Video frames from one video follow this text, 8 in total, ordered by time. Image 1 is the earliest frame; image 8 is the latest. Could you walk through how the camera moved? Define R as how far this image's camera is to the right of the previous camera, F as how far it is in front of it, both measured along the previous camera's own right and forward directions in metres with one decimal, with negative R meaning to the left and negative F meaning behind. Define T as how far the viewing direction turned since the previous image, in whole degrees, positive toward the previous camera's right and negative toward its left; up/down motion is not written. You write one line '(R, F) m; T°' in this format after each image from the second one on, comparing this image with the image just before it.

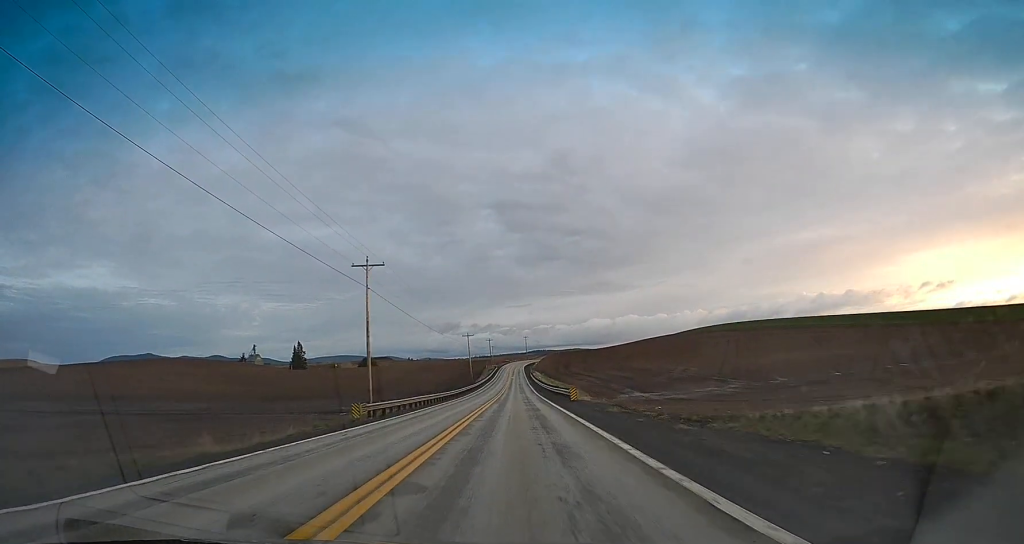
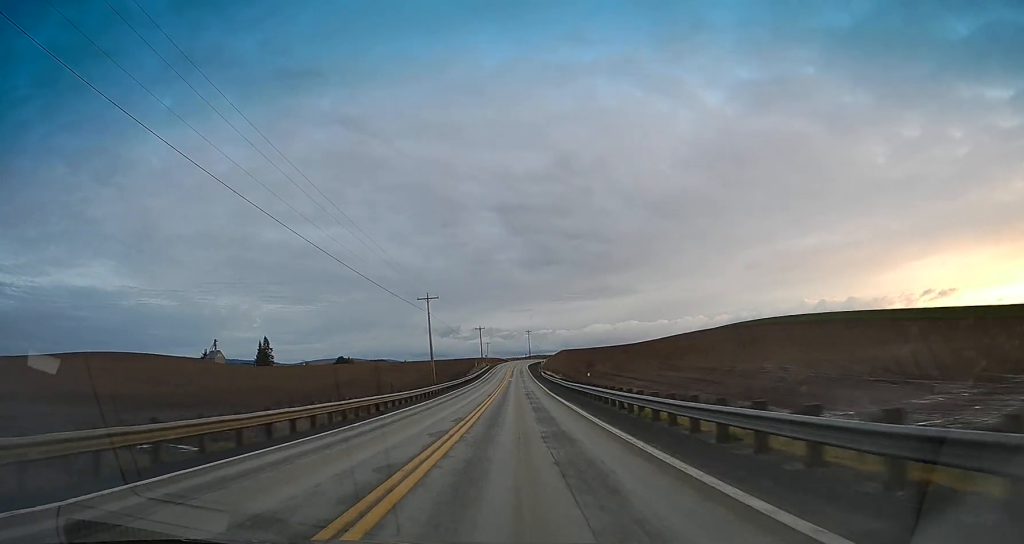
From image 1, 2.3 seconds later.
(-0.9, +62.3) m; -1°
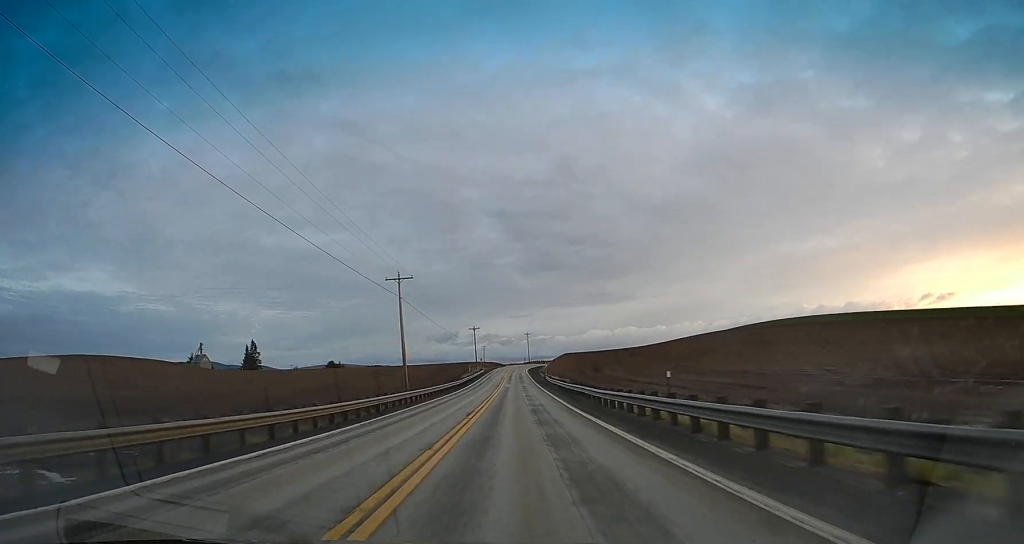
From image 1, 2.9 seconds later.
(+0.1, +17.1) m; 0°
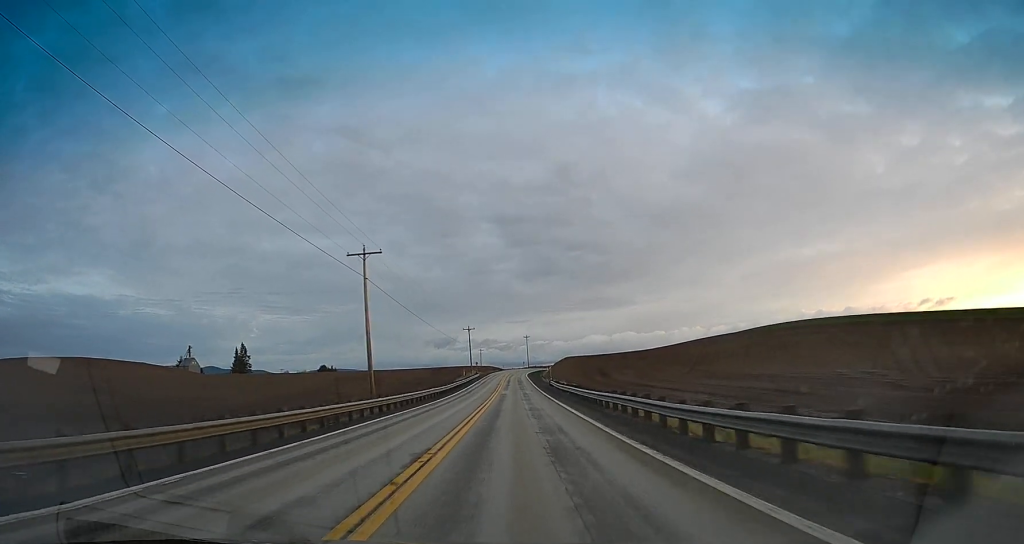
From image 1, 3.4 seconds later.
(0.0, +12.6) m; 0°
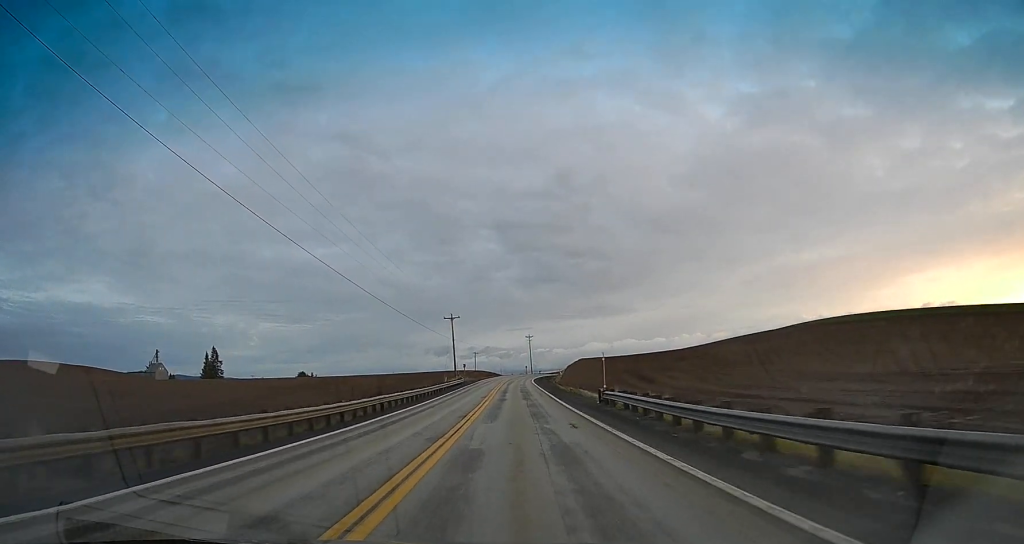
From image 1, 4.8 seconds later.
(-0.4, +37.9) m; 0°
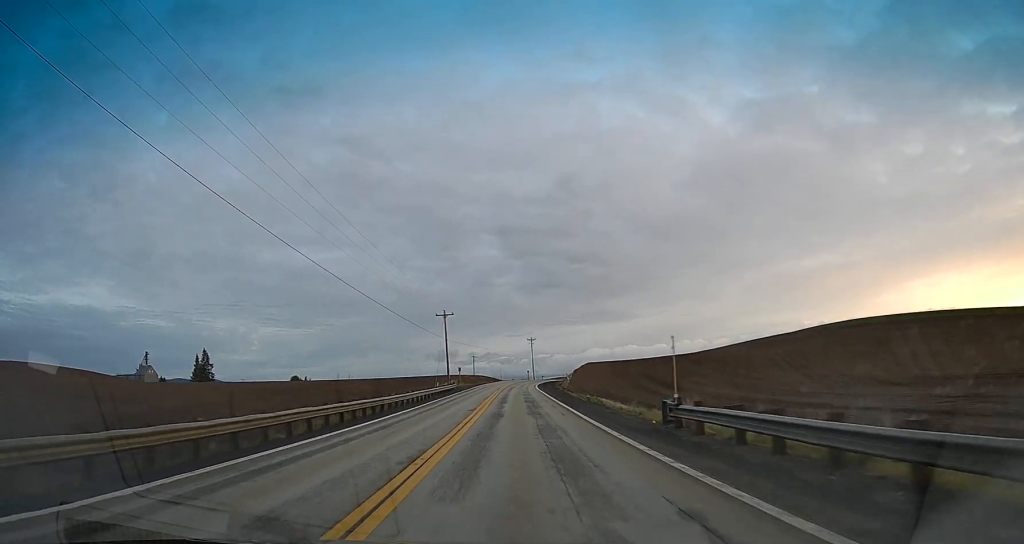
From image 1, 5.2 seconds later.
(-0.3, +11.7) m; +1°
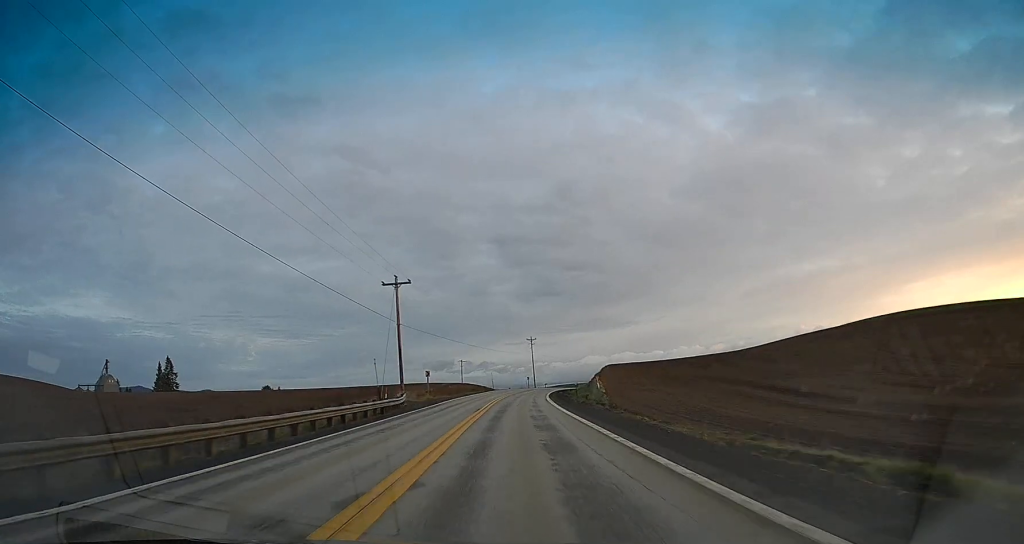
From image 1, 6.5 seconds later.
(+0.6, +33.9) m; -1°
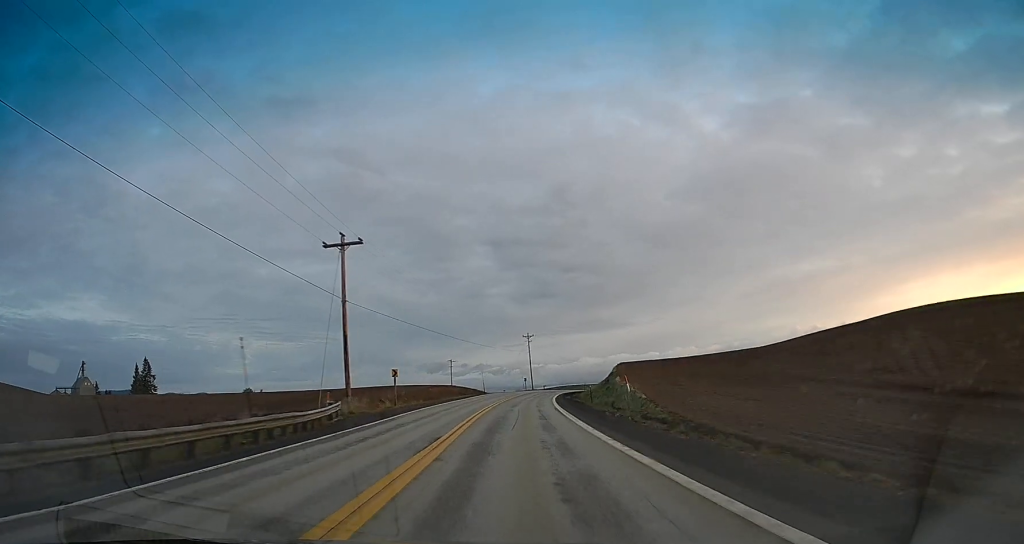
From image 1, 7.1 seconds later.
(-0.7, +15.8) m; 0°
